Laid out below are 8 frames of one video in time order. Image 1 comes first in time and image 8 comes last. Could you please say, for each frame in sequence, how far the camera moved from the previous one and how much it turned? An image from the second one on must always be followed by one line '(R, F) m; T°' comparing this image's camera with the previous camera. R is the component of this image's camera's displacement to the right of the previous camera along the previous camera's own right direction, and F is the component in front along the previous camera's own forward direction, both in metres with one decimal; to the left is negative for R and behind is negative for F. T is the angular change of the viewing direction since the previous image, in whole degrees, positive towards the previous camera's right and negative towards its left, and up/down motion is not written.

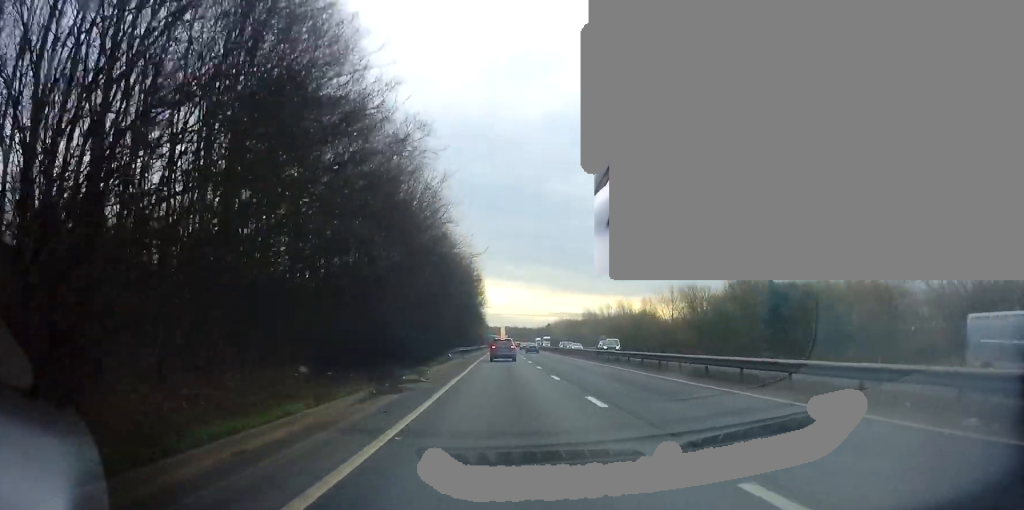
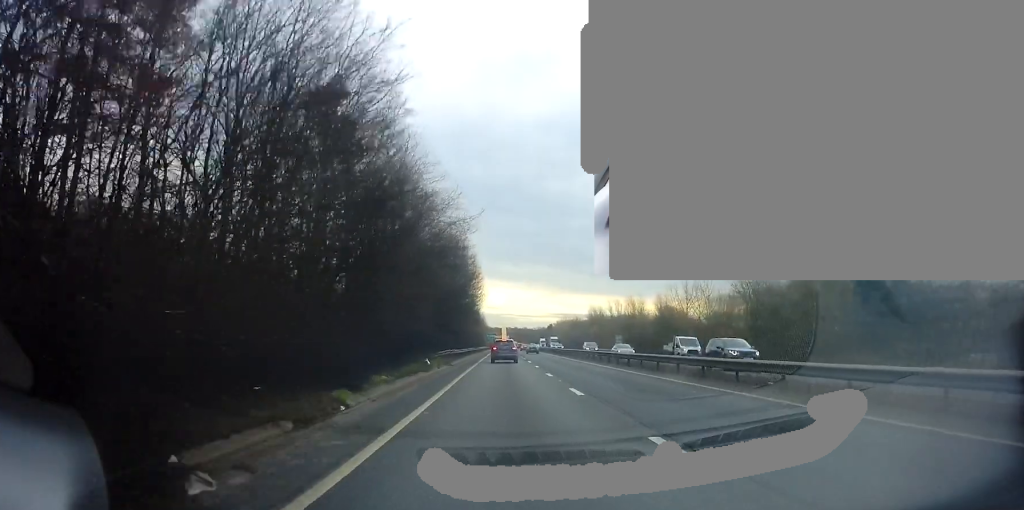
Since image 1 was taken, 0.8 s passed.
(-0.3, +15.5) m; 0°
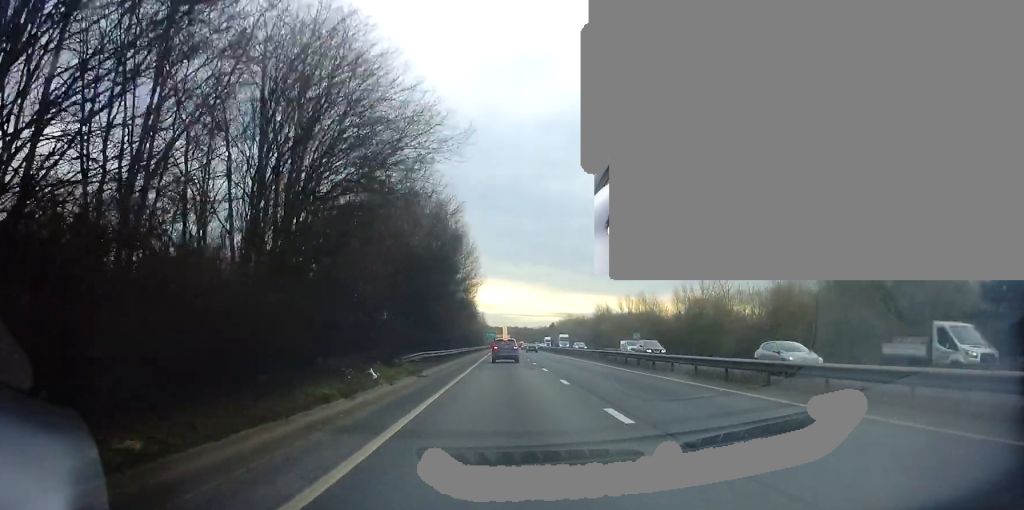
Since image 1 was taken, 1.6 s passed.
(+0.3, +14.8) m; +1°
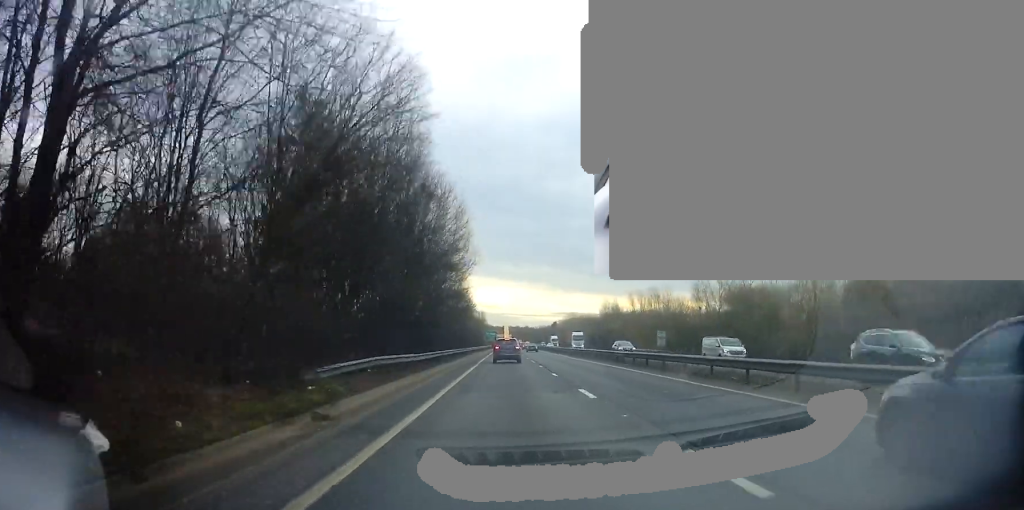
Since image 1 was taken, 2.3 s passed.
(0.0, +14.2) m; -1°
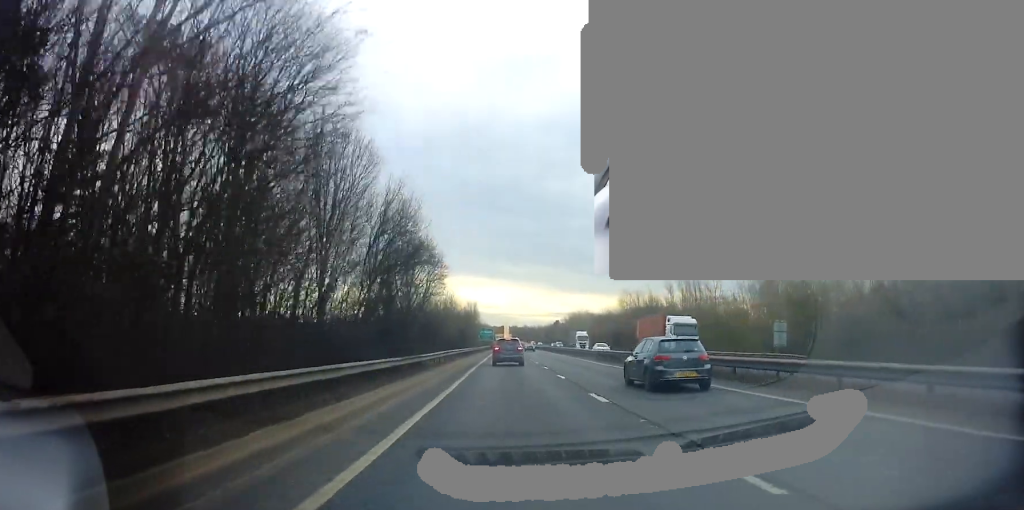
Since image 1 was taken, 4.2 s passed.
(-0.3, +36.8) m; +1°
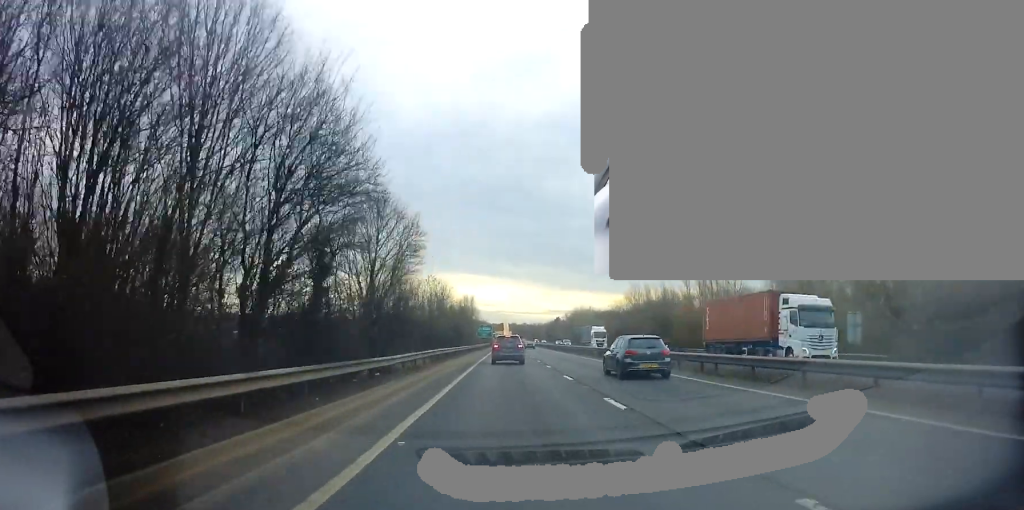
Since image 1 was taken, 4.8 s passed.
(+0.1, +11.0) m; +1°
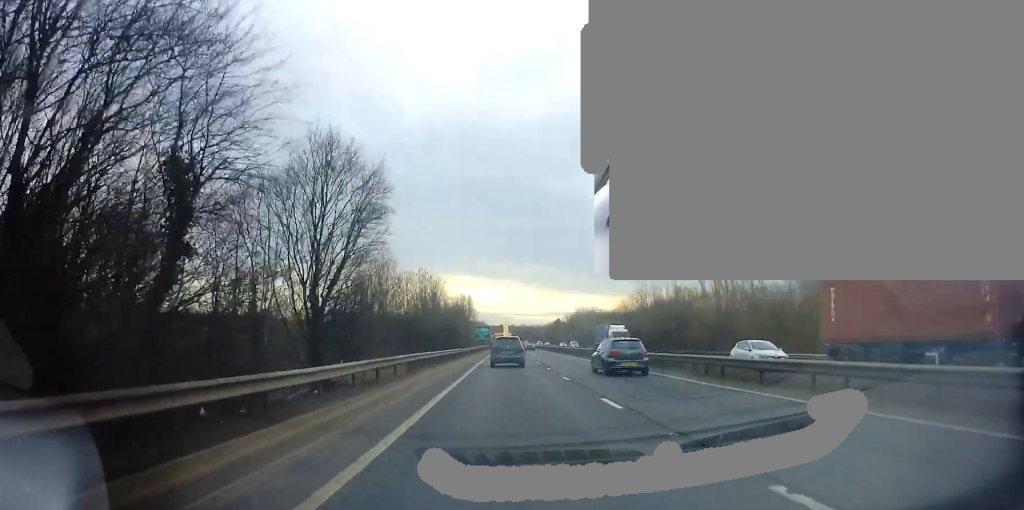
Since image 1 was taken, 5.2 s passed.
(0.0, +8.4) m; 0°
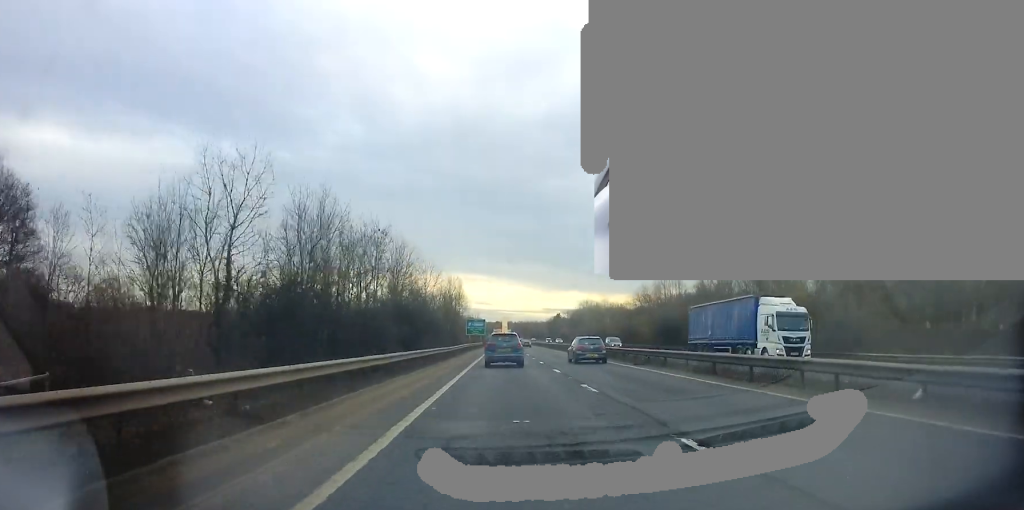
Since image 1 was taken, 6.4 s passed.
(-0.1, +23.4) m; -1°
